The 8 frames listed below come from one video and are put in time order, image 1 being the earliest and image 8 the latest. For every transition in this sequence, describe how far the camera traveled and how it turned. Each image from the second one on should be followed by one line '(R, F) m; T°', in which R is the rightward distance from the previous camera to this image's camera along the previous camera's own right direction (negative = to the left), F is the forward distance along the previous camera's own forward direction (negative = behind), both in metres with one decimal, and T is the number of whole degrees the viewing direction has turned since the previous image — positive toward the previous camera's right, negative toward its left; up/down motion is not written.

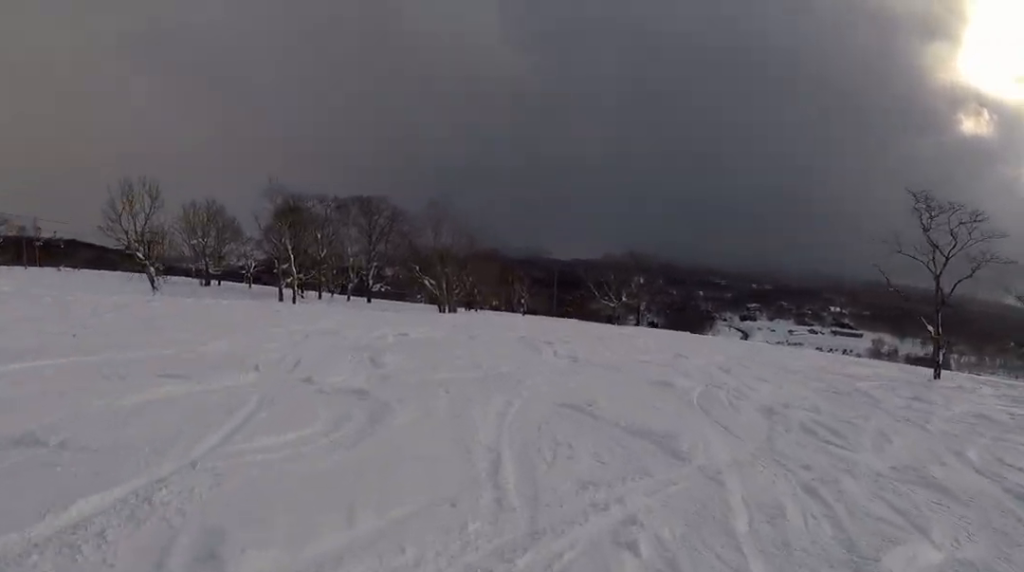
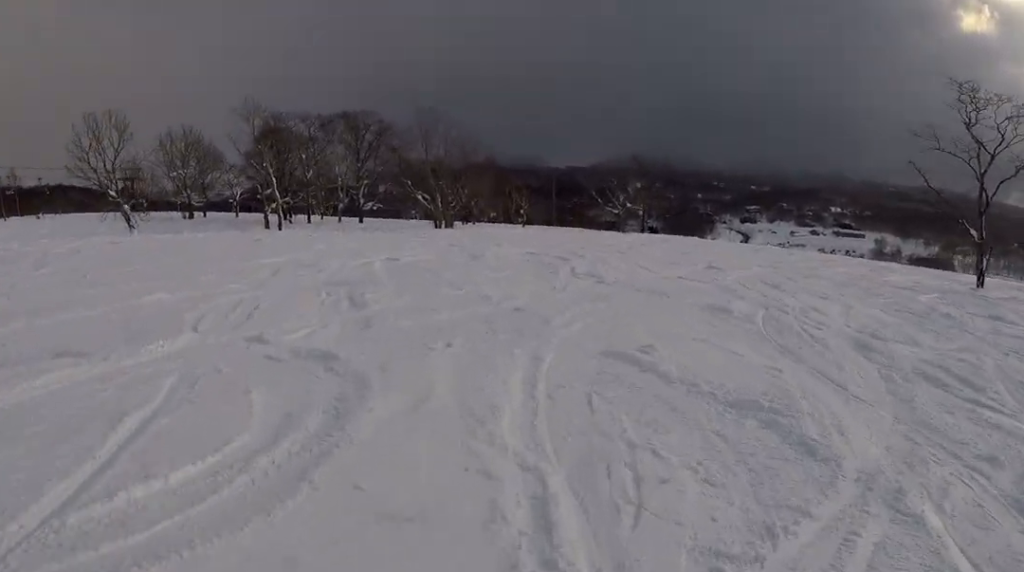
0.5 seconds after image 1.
(0.0, +3.1) m; +6°
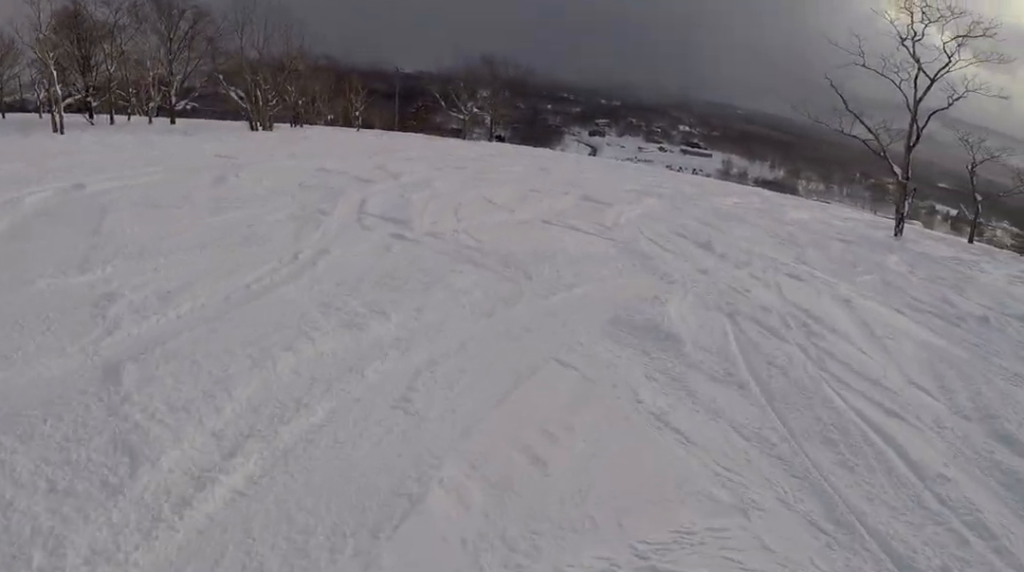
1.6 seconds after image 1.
(+1.3, +7.2) m; +4°
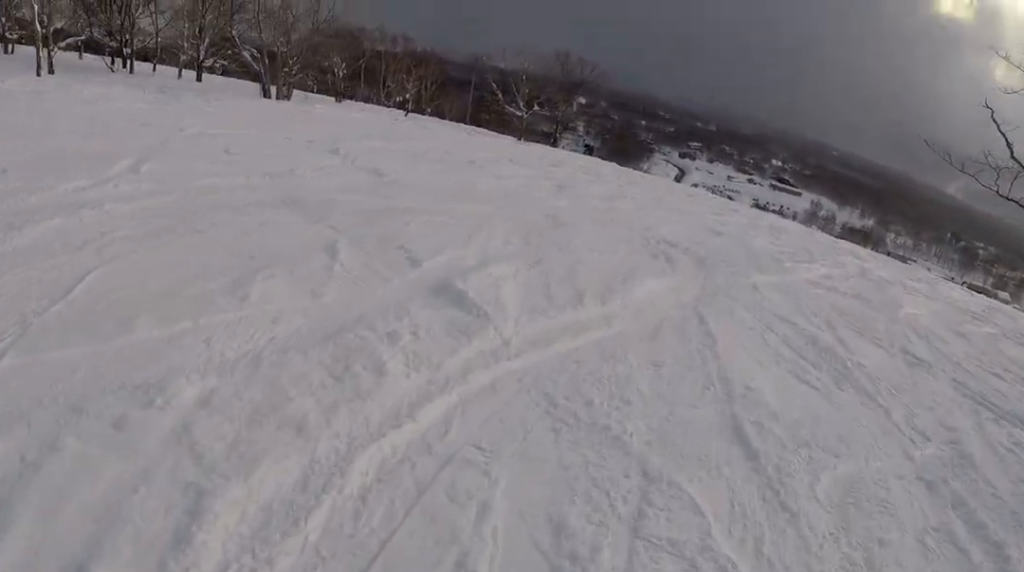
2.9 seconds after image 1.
(-0.9, +9.4) m; -5°
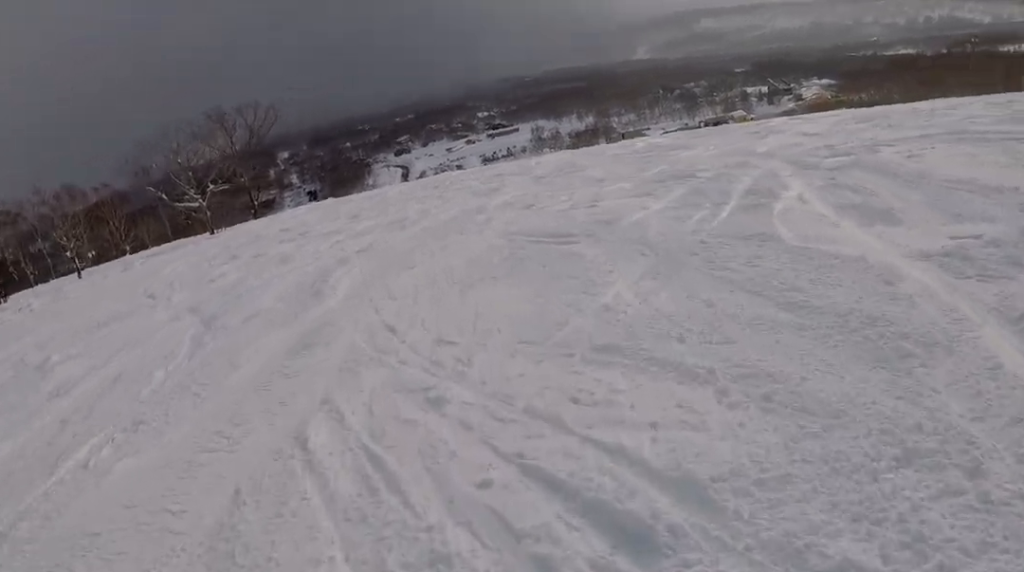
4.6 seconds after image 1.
(+0.5, +12.1) m; +8°
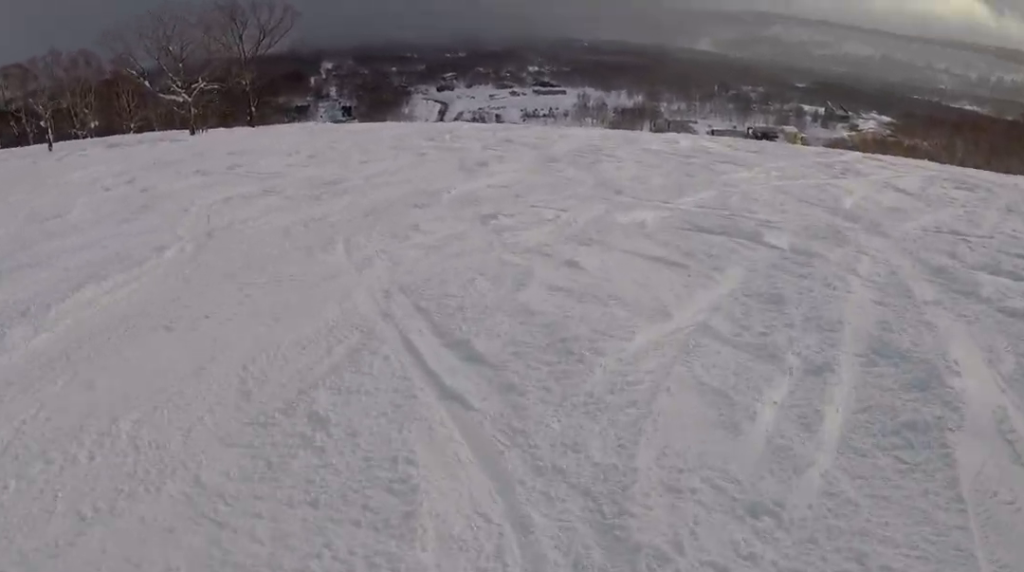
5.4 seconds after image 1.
(+0.6, +5.3) m; 0°
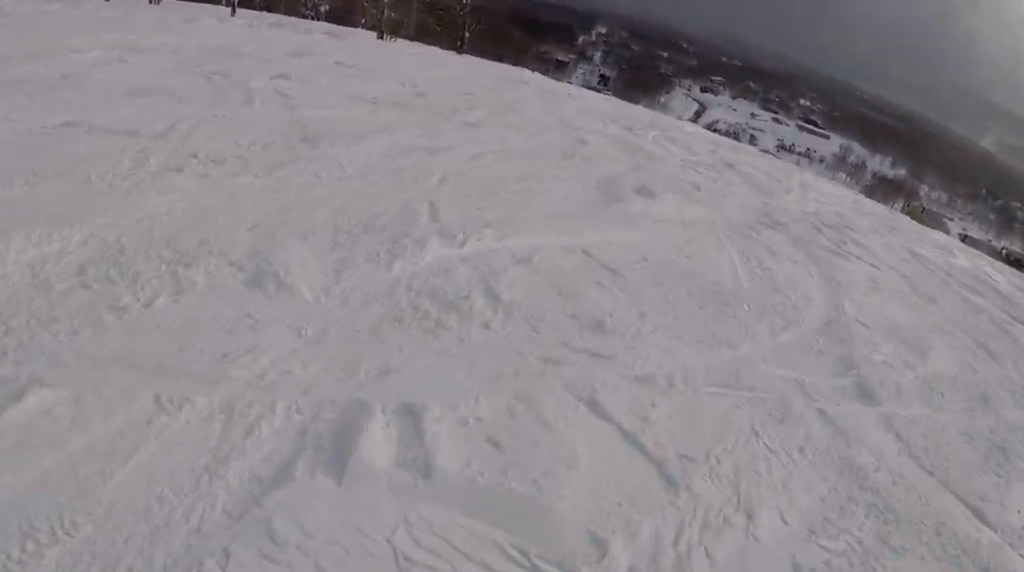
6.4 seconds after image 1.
(-0.9, +7.3) m; -6°
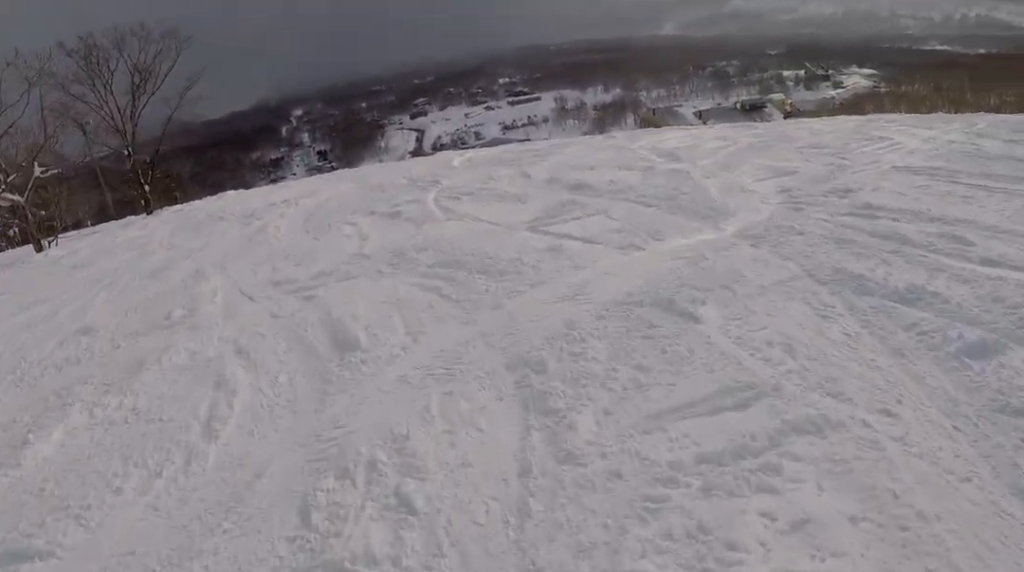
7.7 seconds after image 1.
(+0.8, +8.5) m; +19°
